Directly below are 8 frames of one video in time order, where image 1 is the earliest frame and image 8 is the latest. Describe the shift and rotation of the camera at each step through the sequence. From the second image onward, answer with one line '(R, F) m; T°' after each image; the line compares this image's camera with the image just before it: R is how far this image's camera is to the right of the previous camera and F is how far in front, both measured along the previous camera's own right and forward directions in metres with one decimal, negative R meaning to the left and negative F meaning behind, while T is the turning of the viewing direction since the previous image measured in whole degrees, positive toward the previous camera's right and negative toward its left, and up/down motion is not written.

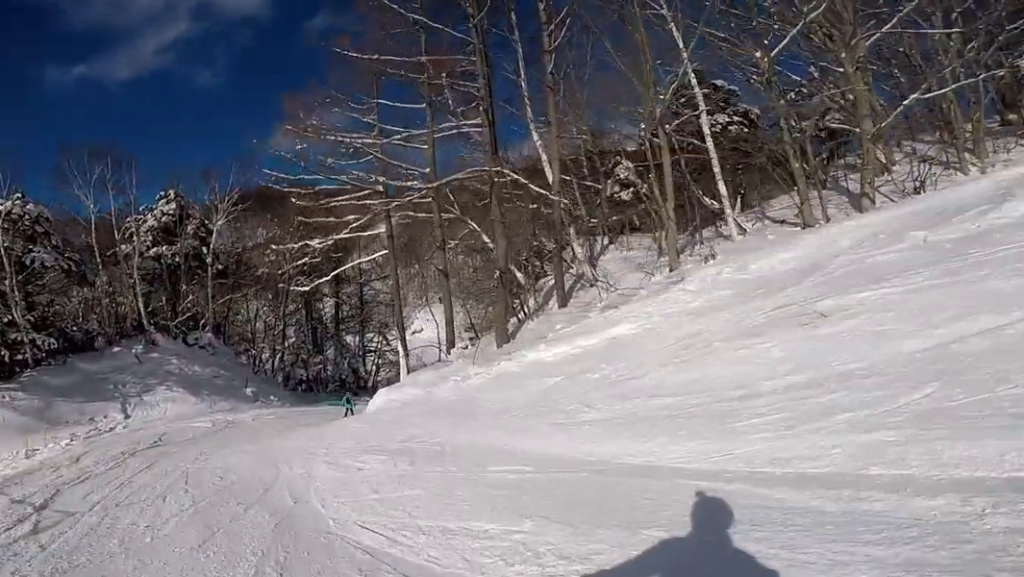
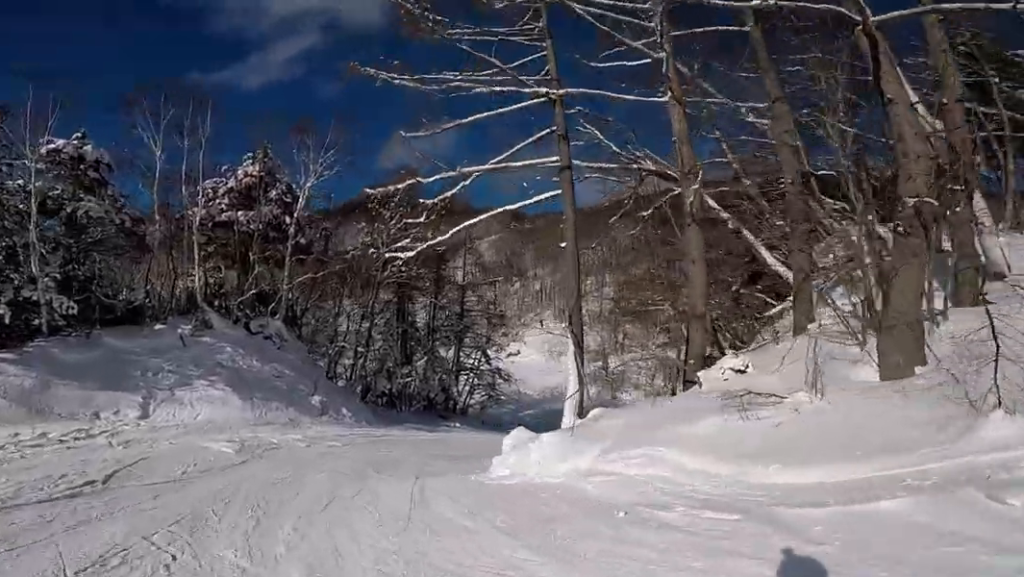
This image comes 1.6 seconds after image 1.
(+0.6, +10.0) m; +18°
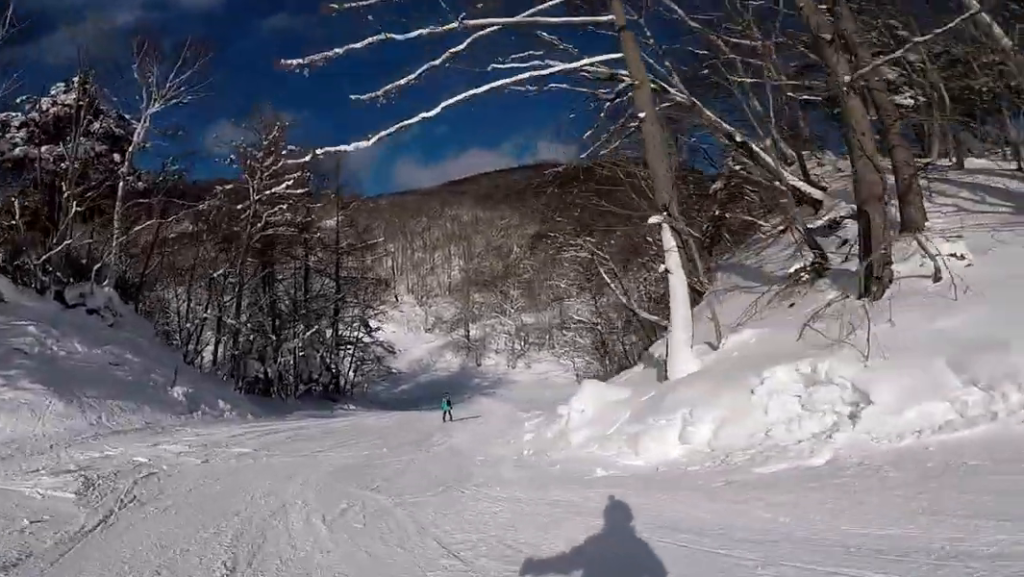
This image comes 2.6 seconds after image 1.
(+1.1, +6.3) m; +12°
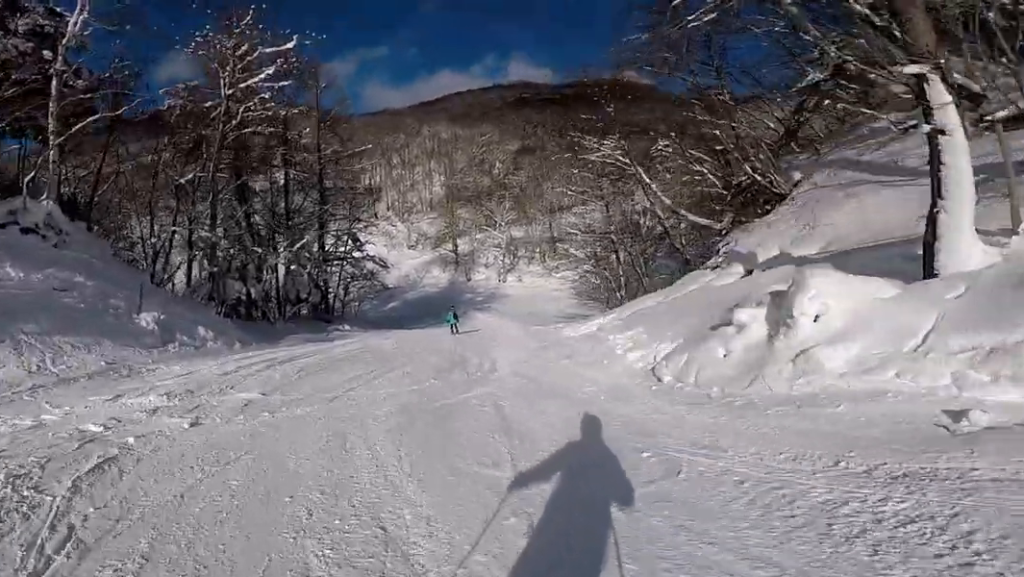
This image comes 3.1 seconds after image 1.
(+0.2, +3.9) m; +5°
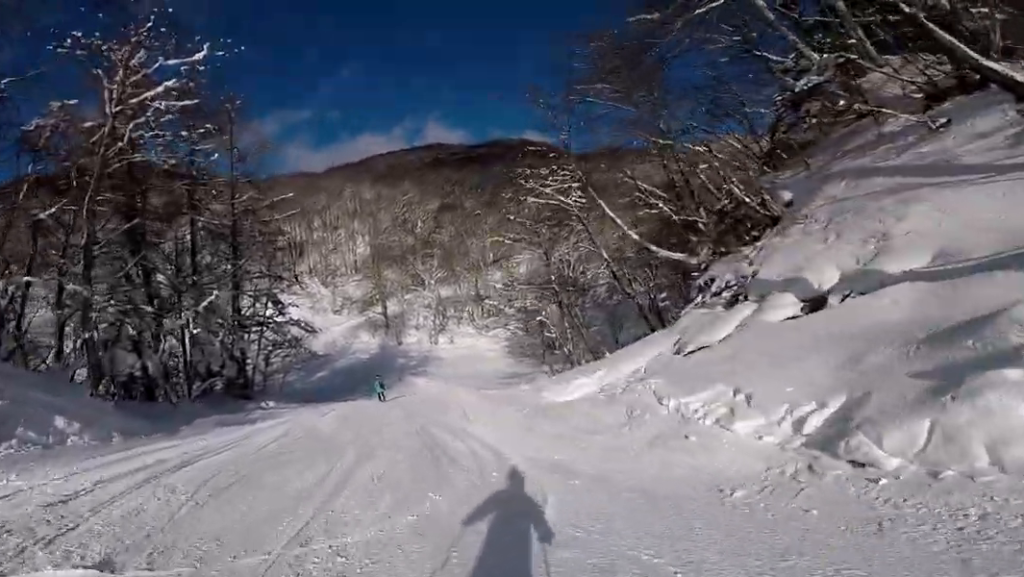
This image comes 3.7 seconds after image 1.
(0.0, +4.7) m; +4°
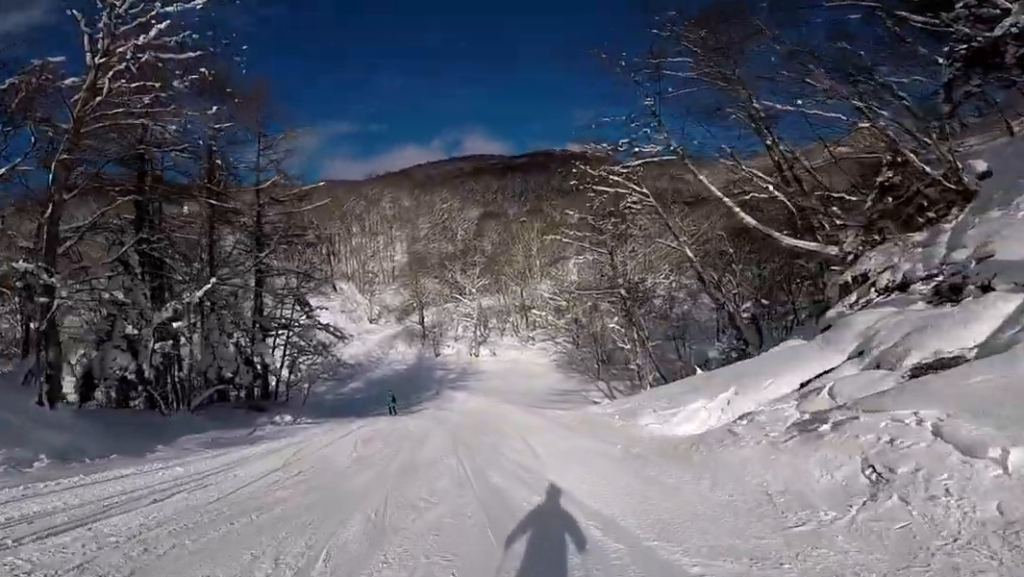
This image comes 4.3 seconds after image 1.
(+0.4, +4.9) m; 0°
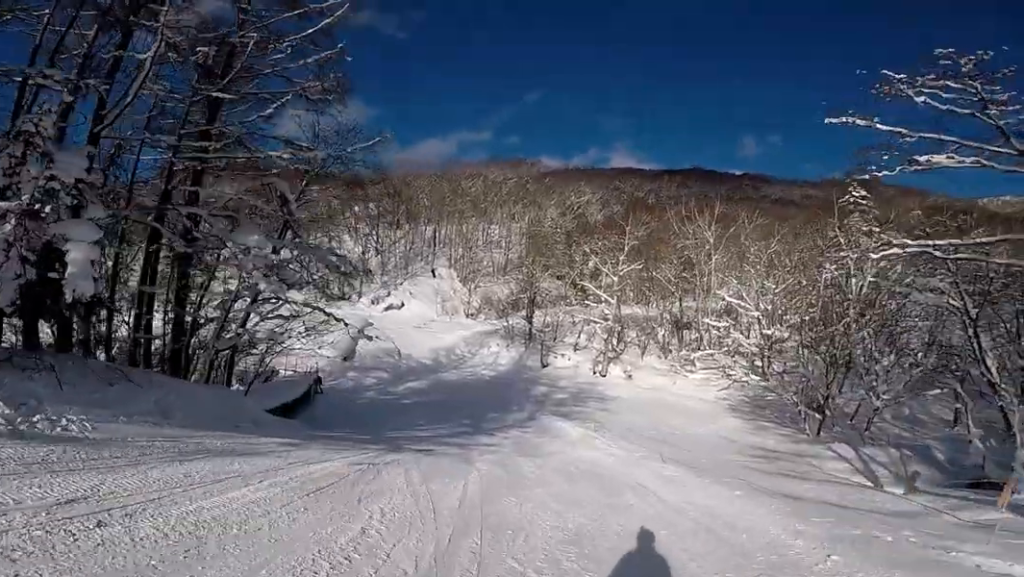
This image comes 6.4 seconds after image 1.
(-0.3, +18.0) m; -8°
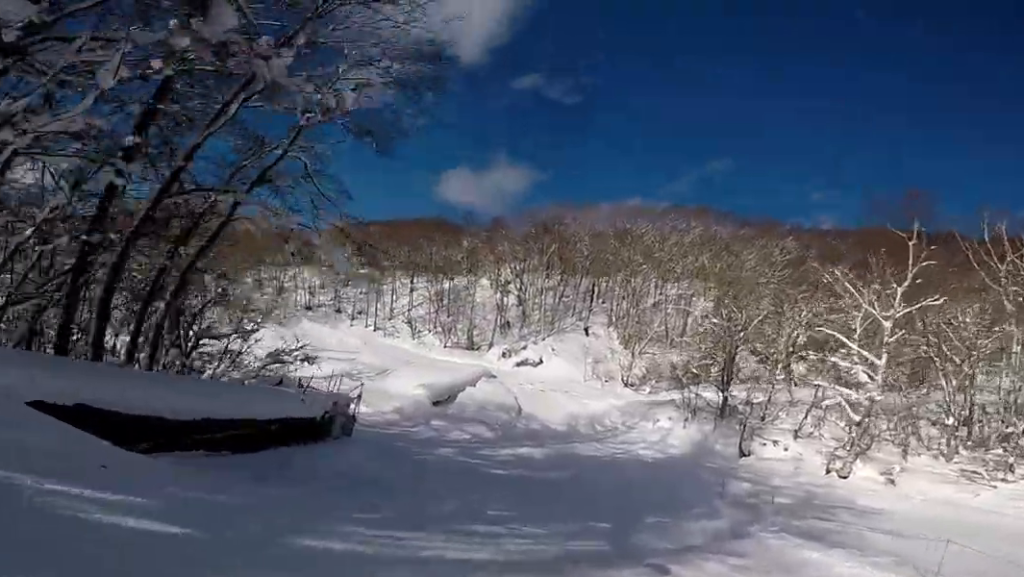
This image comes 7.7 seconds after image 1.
(-2.1, +11.2) m; -26°
